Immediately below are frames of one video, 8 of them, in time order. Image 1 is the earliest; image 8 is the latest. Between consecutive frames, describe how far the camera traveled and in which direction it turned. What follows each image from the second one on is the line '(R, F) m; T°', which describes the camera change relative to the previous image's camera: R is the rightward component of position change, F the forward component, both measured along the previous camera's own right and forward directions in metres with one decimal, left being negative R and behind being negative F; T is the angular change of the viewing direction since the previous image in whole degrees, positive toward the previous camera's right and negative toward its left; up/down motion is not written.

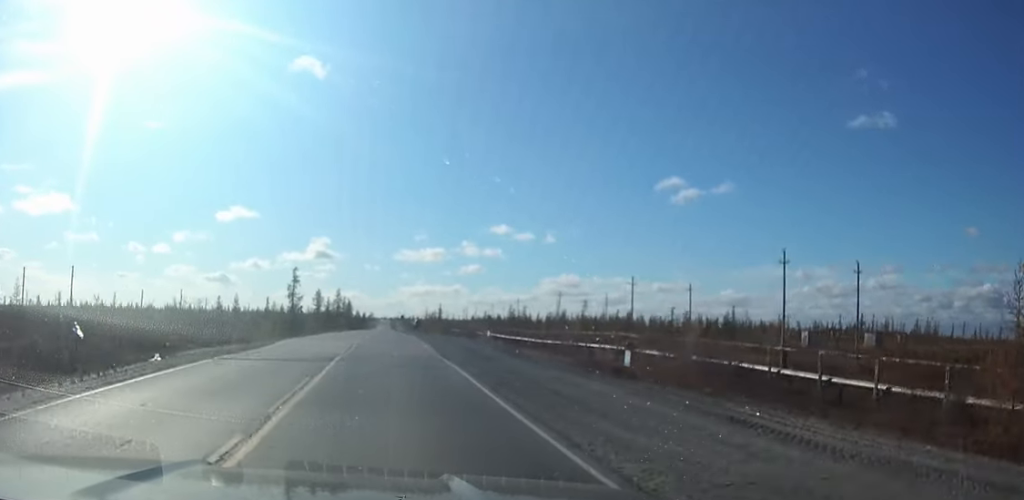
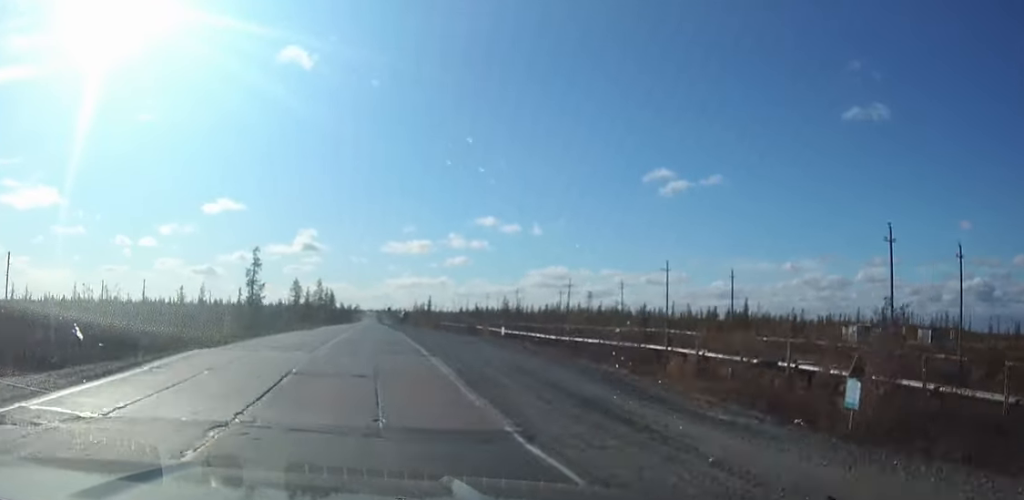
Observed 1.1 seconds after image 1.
(+0.1, +15.3) m; 0°
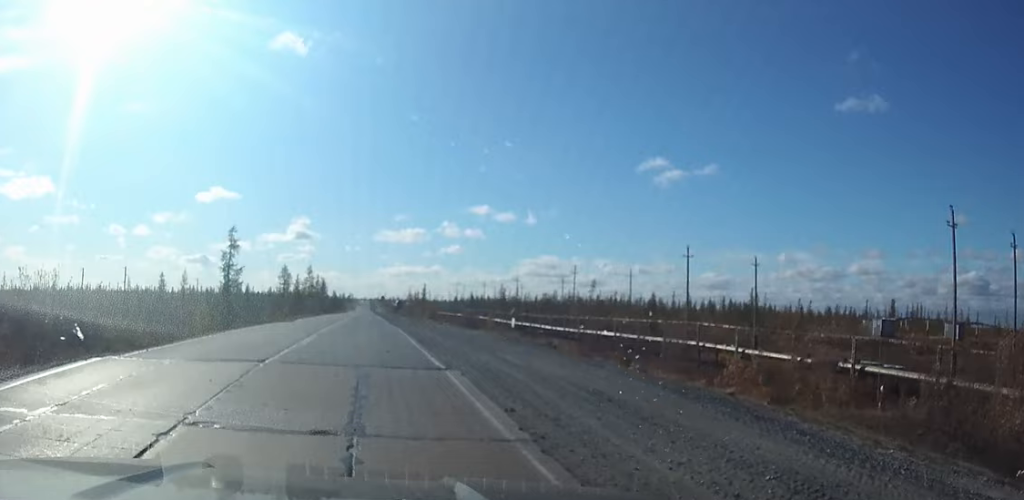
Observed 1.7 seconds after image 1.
(0.0, +7.9) m; 0°
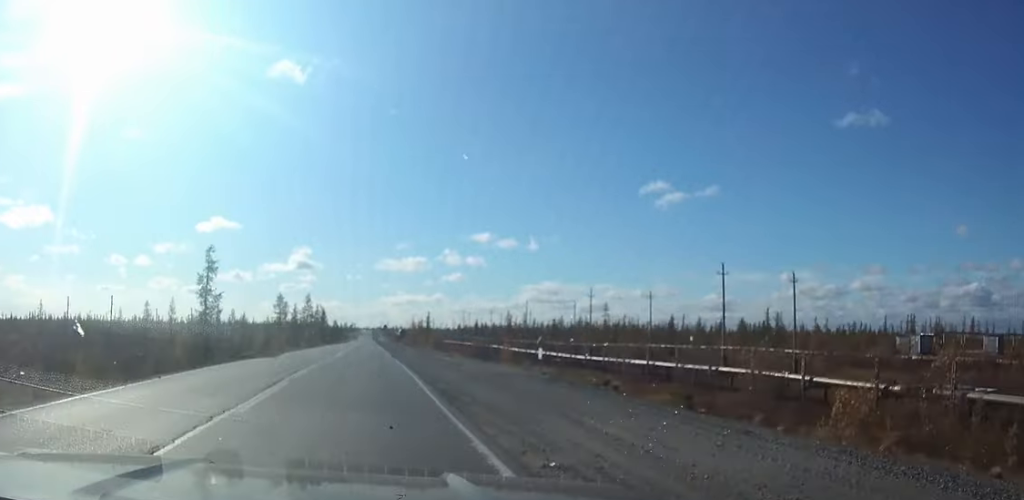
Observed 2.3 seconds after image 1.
(0.0, +8.3) m; 0°
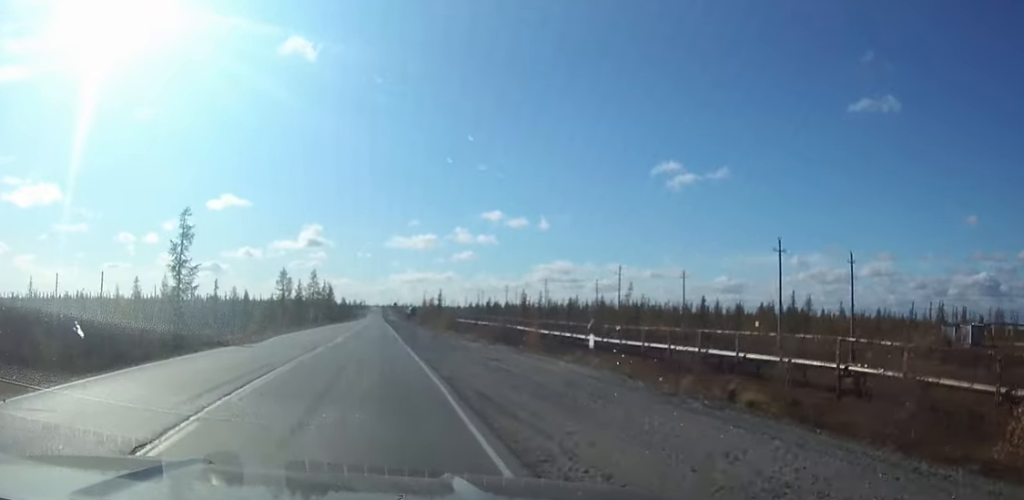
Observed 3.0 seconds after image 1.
(0.0, +8.9) m; 0°
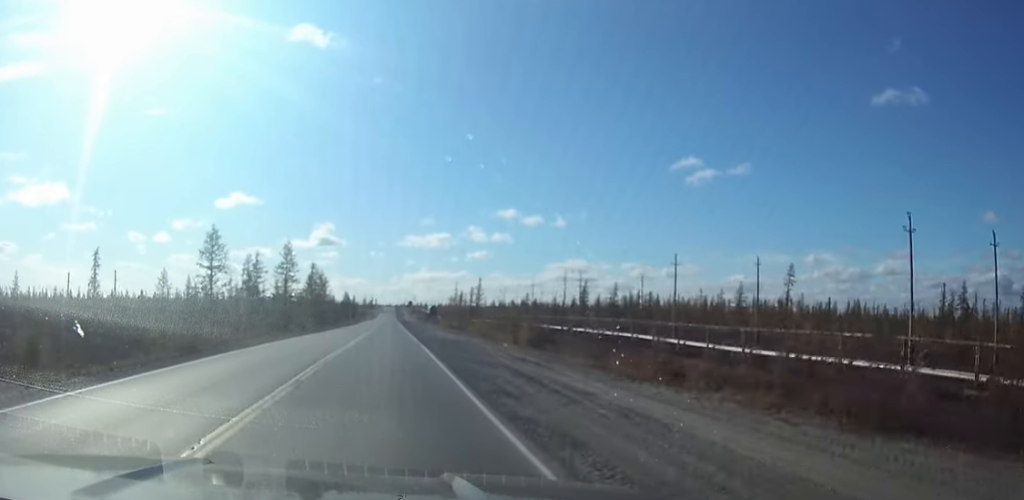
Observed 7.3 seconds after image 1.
(-0.5, +60.6) m; -1°
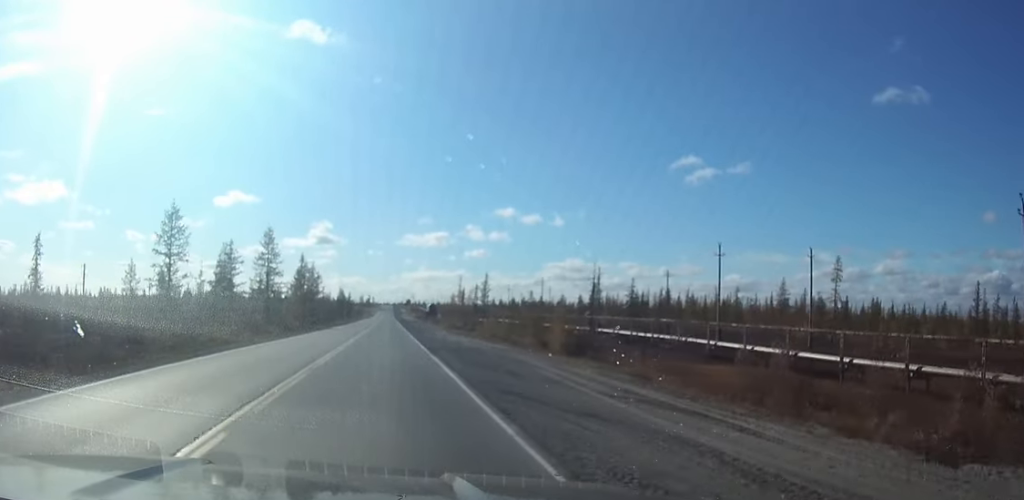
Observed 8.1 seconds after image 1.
(0.0, +12.2) m; 0°
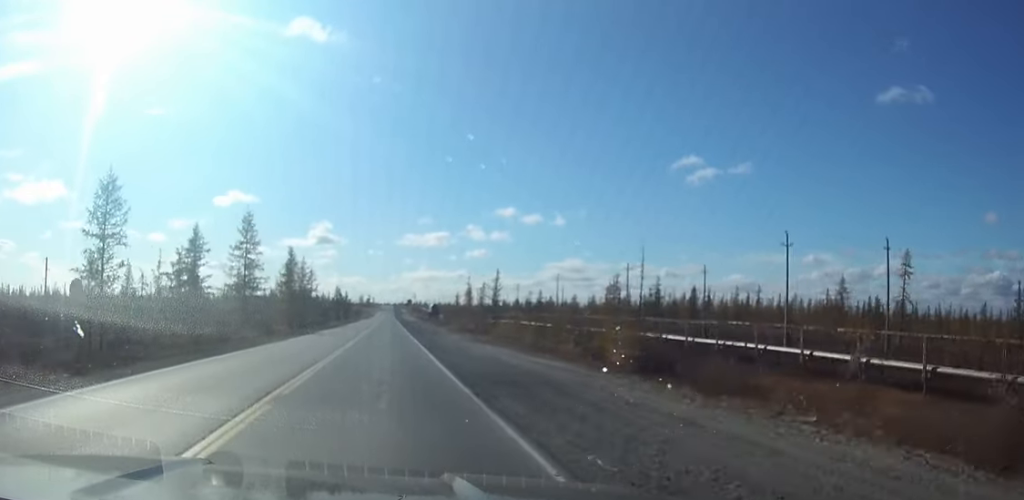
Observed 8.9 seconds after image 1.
(0.0, +14.2) m; 0°
